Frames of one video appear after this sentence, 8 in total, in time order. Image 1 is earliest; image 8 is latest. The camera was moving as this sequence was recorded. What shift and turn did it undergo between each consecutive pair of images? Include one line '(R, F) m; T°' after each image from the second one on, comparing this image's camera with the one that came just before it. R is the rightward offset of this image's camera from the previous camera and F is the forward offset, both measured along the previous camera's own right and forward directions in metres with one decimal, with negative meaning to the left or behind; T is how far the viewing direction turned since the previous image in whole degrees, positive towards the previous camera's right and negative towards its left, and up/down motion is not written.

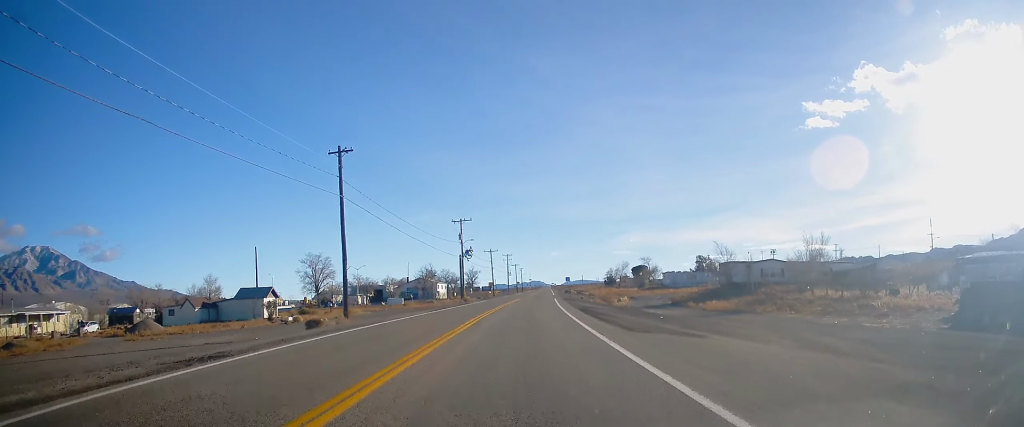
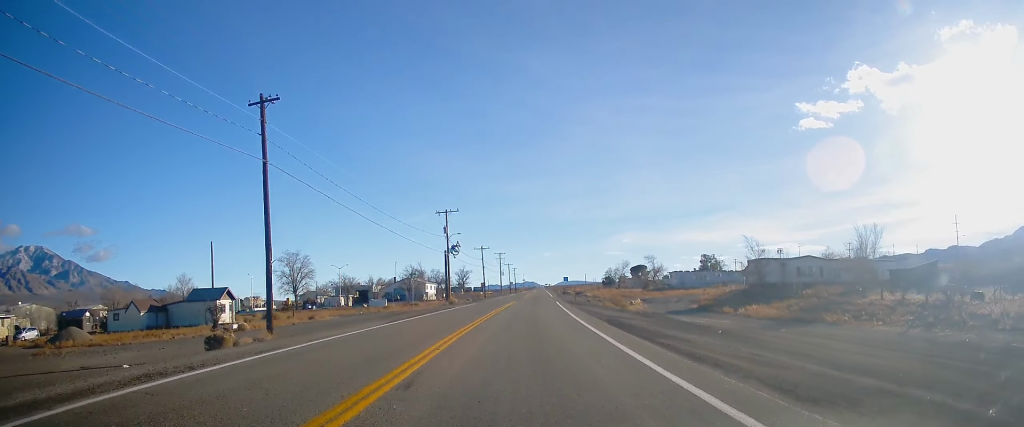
(-0.3, +10.6) m; 0°
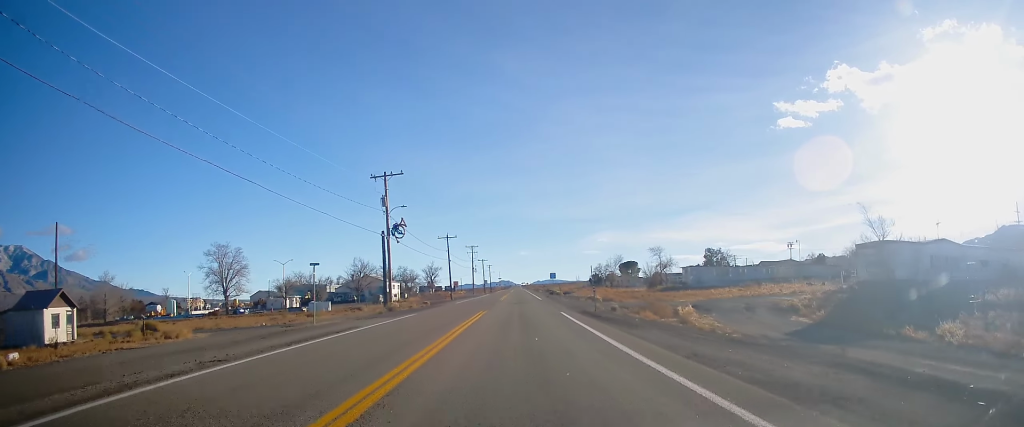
(+0.6, +23.9) m; +3°
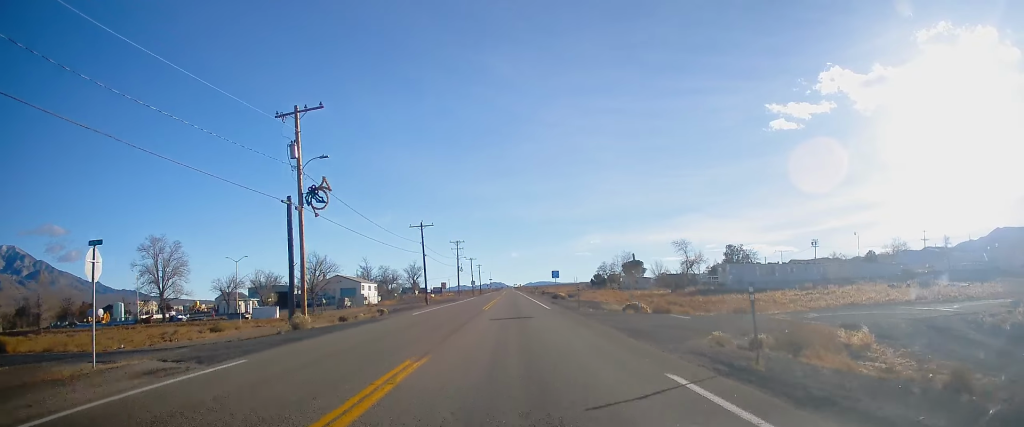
(+0.2, +19.8) m; 0°
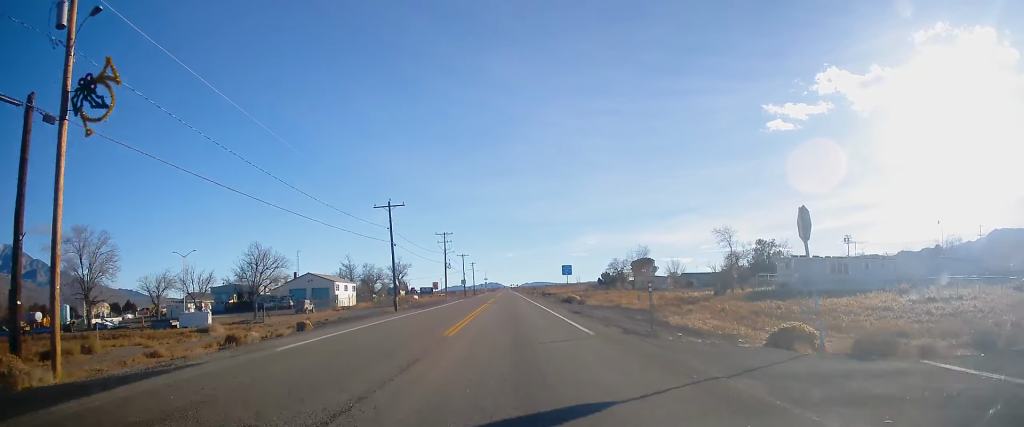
(-0.1, +18.3) m; 0°
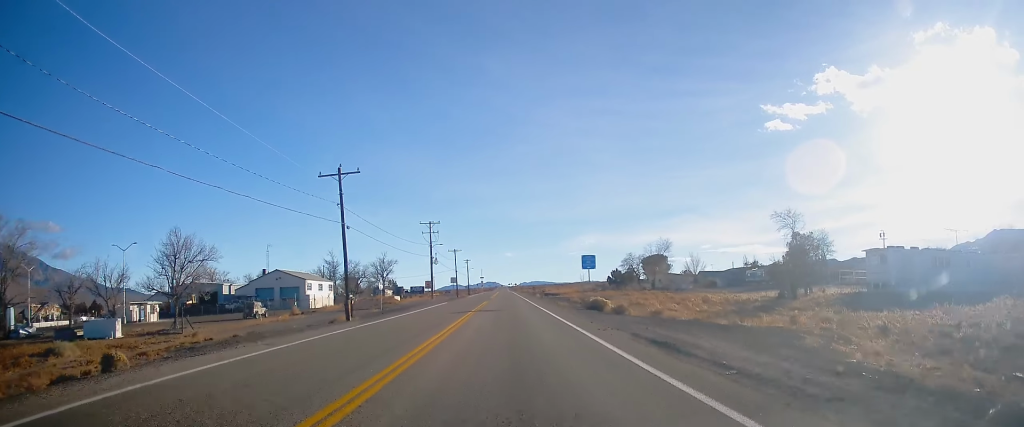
(+0.3, +16.1) m; +1°
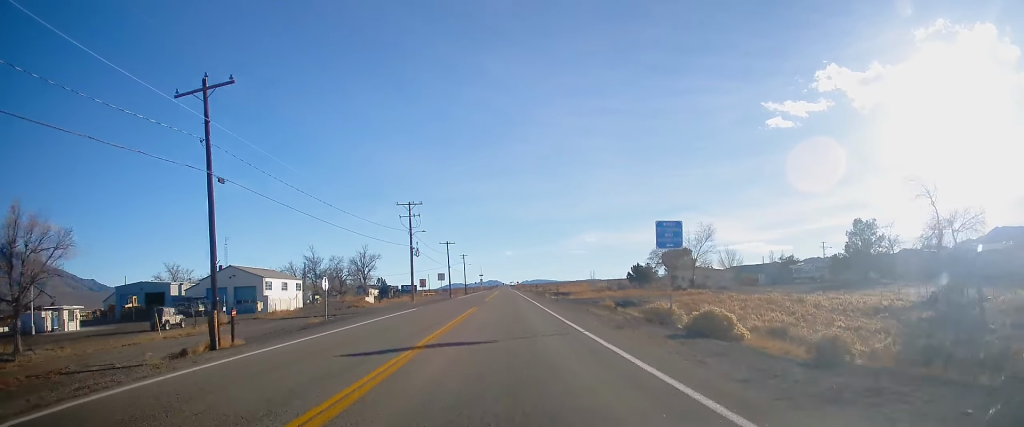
(0.0, +19.1) m; 0°
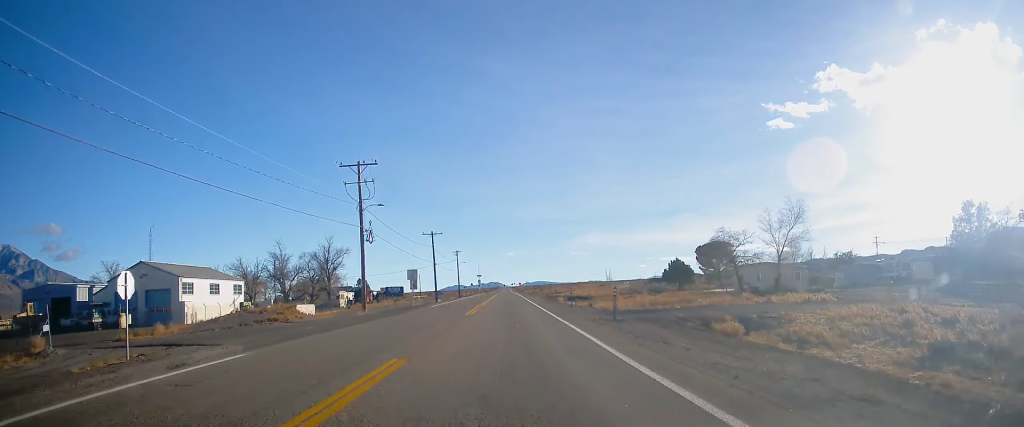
(-0.4, +23.8) m; -1°
